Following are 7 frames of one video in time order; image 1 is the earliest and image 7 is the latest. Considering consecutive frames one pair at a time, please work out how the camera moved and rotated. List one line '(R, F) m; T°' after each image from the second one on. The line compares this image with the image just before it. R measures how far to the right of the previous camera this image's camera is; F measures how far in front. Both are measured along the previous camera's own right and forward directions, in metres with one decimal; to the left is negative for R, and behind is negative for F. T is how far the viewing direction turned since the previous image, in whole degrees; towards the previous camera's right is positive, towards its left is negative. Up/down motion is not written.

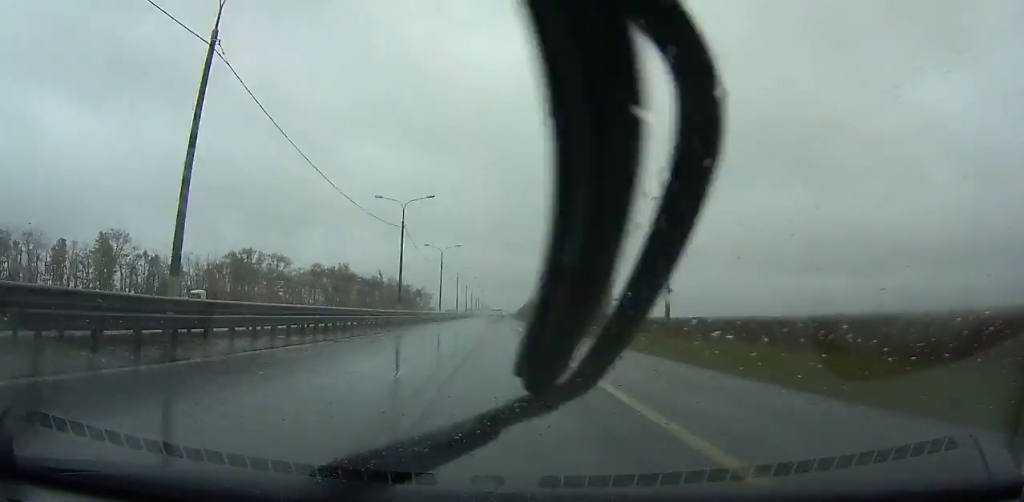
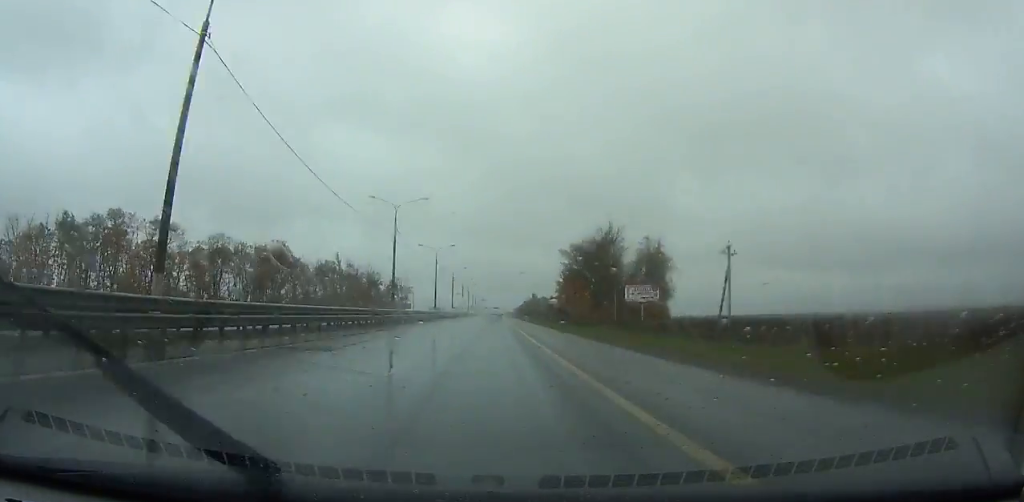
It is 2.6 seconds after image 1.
(+0.2, +71.2) m; 0°
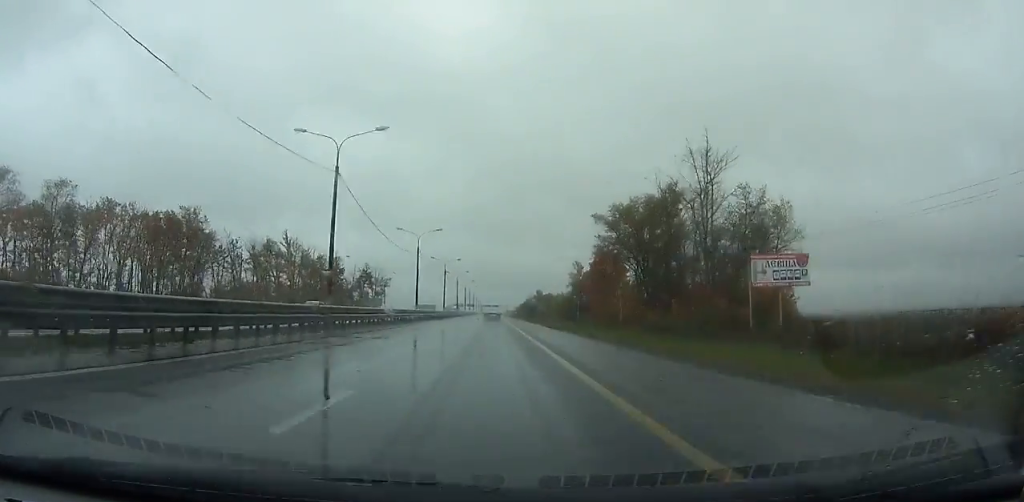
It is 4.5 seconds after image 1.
(+0.1, +52.6) m; 0°
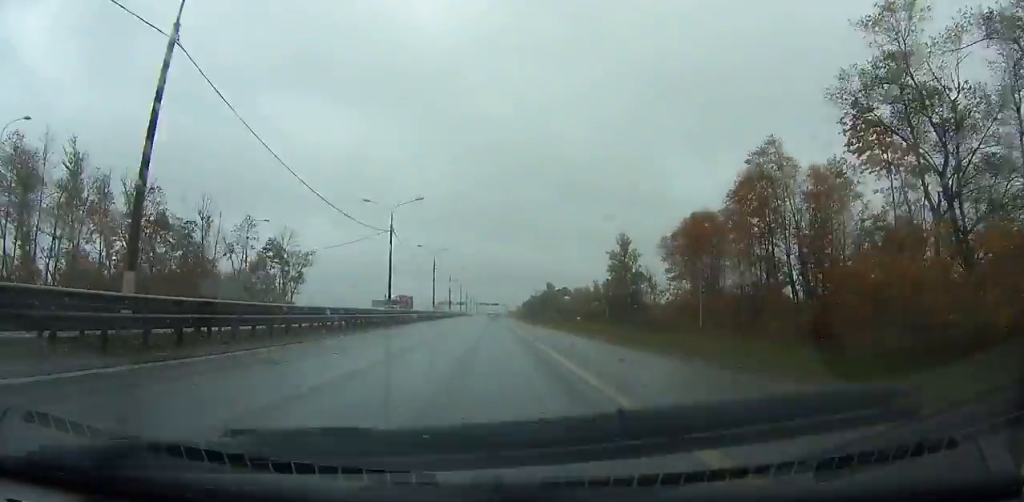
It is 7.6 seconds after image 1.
(0.0, +86.8) m; 0°
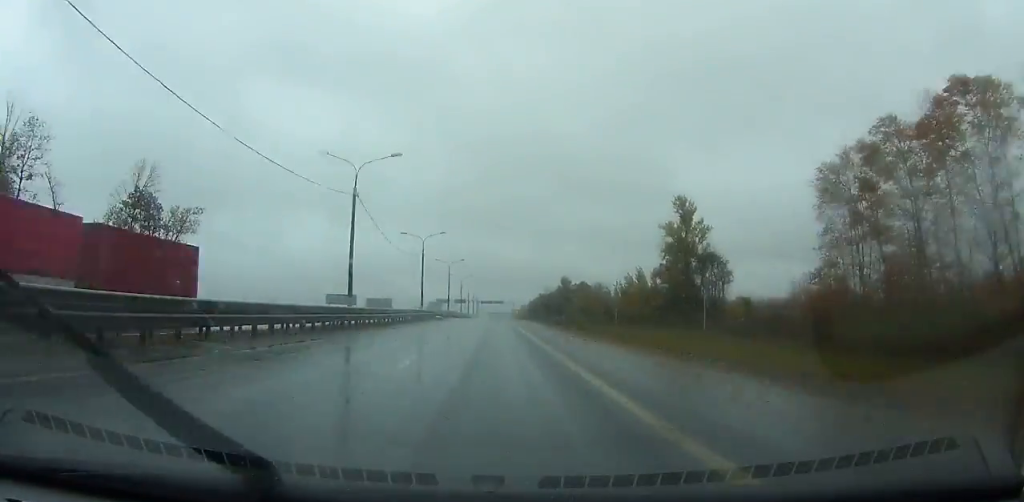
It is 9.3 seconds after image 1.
(0.0, +47.9) m; 0°
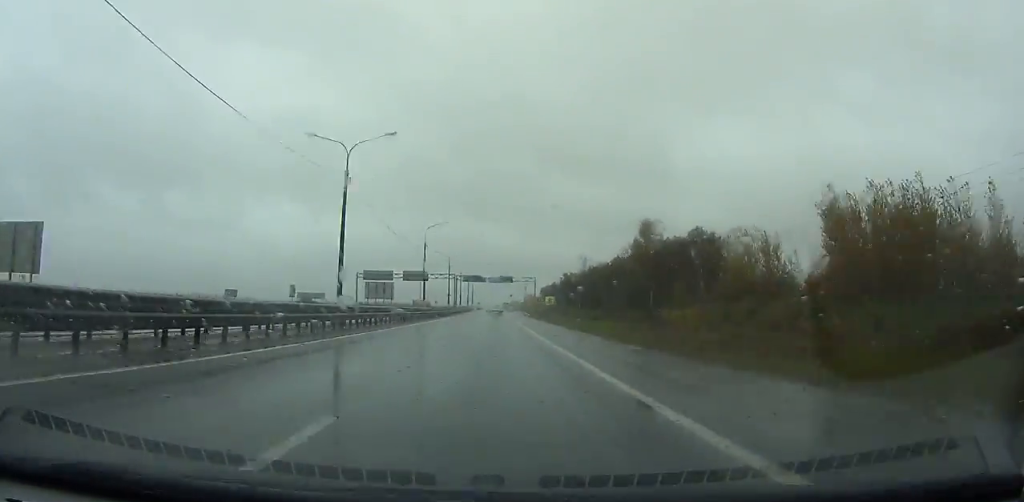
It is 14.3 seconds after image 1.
(0.0, +141.6) m; 0°
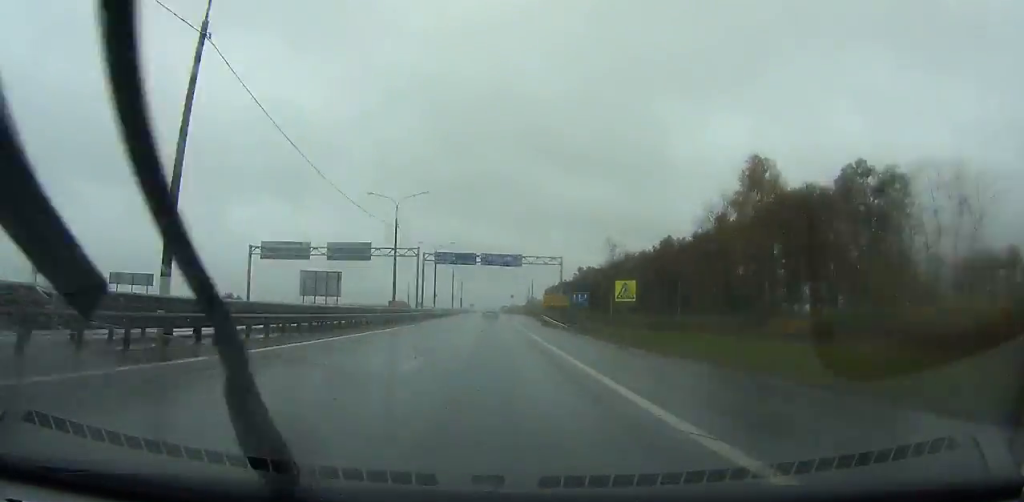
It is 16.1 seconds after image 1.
(0.0, +50.5) m; 0°
